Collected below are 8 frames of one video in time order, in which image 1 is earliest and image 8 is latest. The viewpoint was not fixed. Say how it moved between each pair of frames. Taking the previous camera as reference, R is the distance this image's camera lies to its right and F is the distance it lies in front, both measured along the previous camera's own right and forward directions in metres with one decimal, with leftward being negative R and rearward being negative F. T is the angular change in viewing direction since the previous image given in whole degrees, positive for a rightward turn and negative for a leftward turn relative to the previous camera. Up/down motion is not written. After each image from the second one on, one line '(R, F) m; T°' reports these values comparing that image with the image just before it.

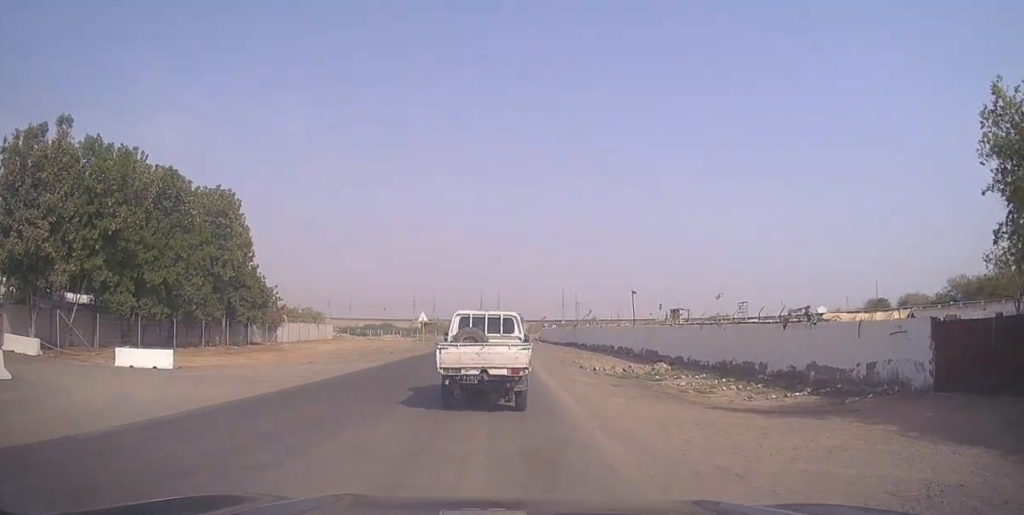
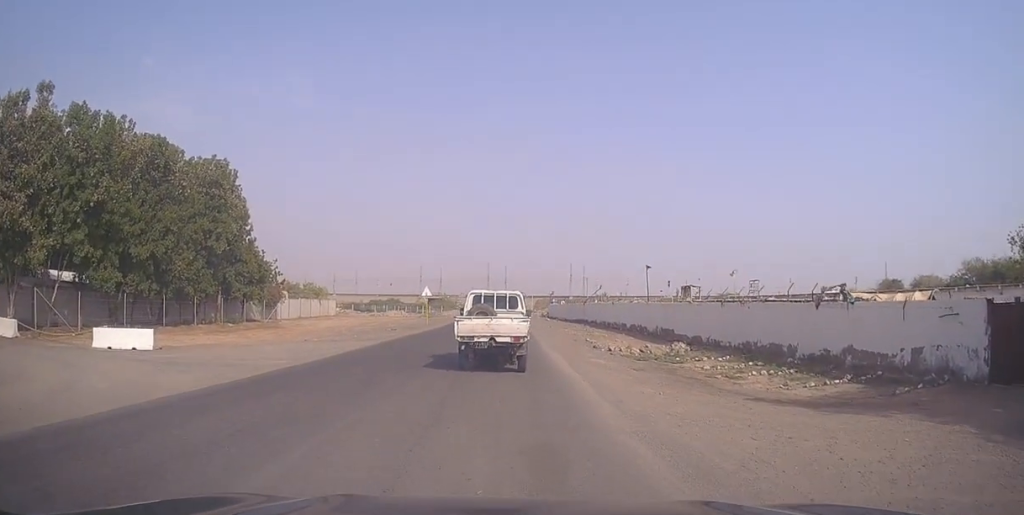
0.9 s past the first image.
(-0.4, +2.7) m; -2°
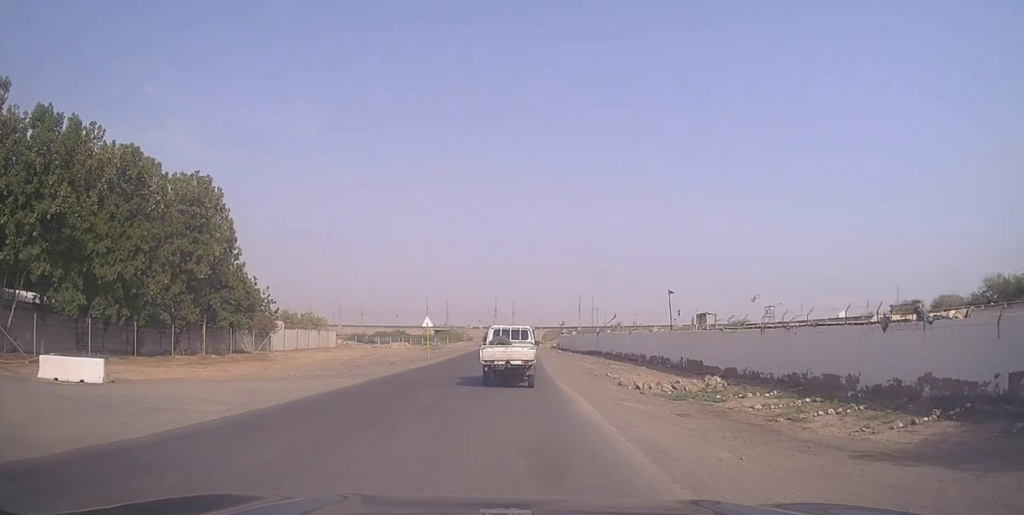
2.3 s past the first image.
(+0.1, +3.2) m; -3°
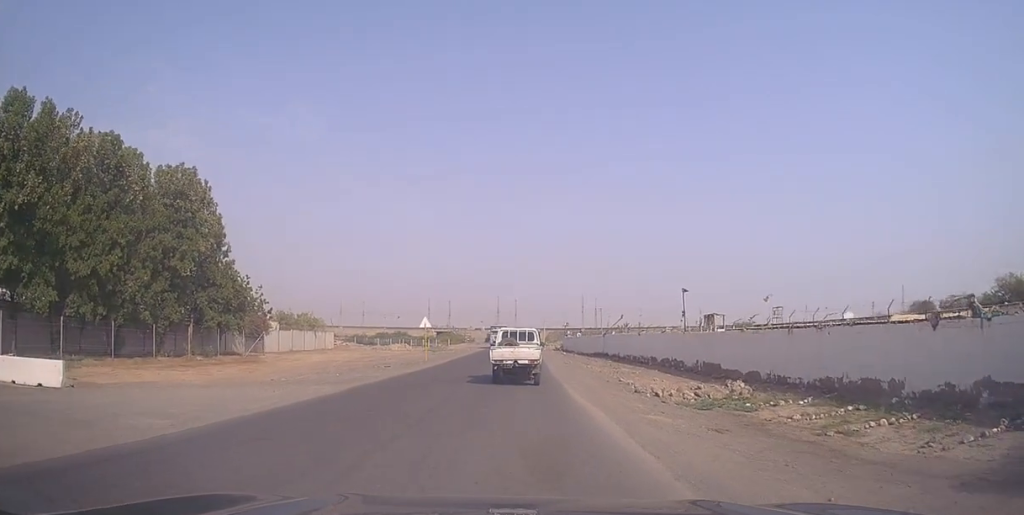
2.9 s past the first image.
(-0.2, +1.8) m; 0°
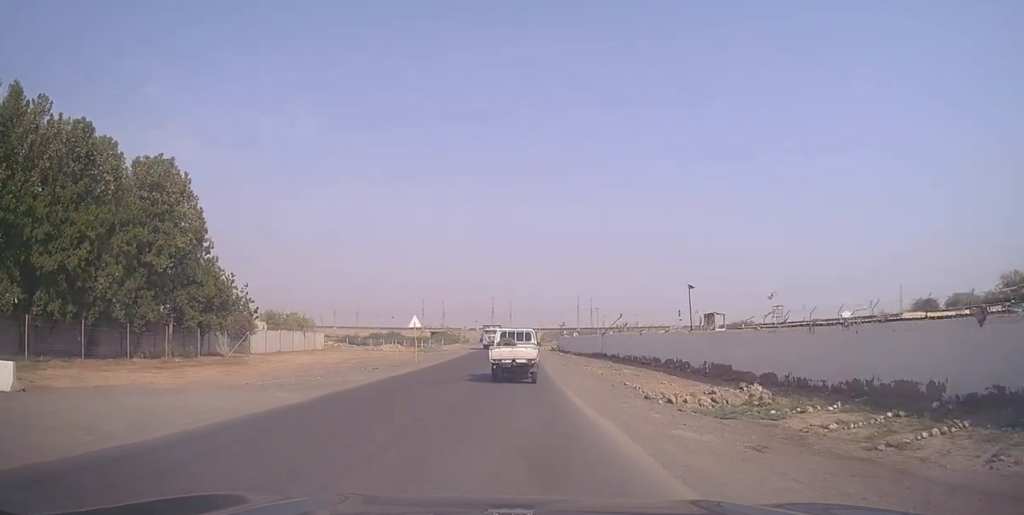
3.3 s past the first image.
(+0.2, +1.6) m; +3°
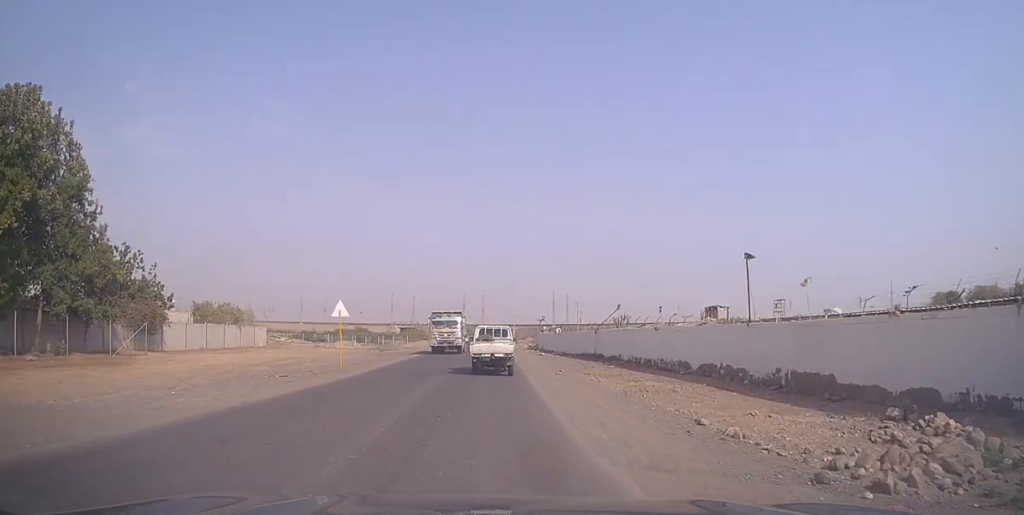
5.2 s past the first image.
(+0.6, +9.2) m; +2°
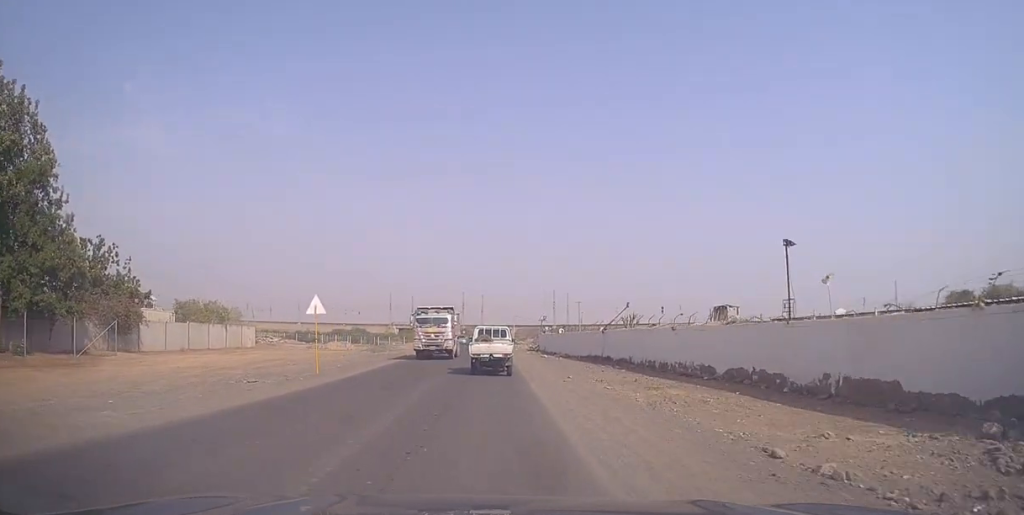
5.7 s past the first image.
(+0.2, +2.8) m; -2°
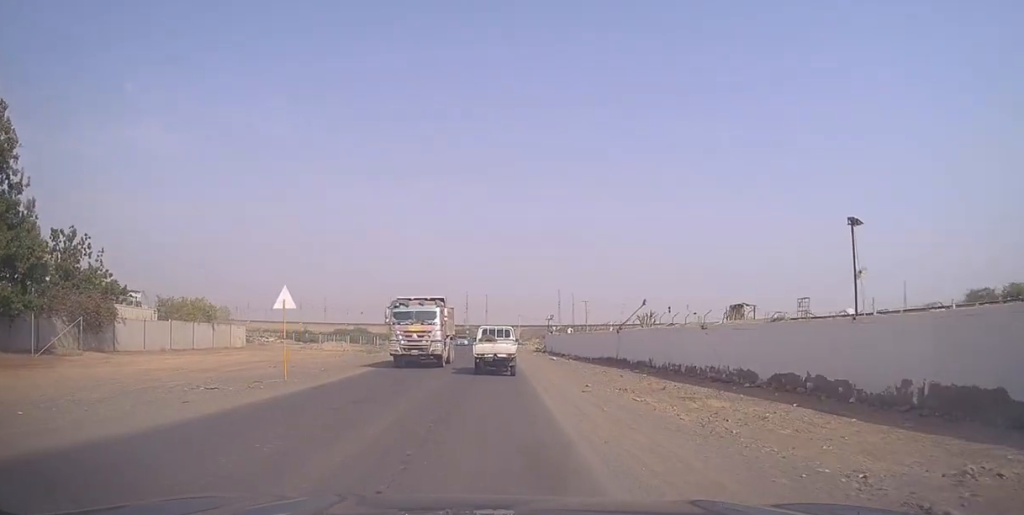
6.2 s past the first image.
(-0.4, +3.5) m; -1°
